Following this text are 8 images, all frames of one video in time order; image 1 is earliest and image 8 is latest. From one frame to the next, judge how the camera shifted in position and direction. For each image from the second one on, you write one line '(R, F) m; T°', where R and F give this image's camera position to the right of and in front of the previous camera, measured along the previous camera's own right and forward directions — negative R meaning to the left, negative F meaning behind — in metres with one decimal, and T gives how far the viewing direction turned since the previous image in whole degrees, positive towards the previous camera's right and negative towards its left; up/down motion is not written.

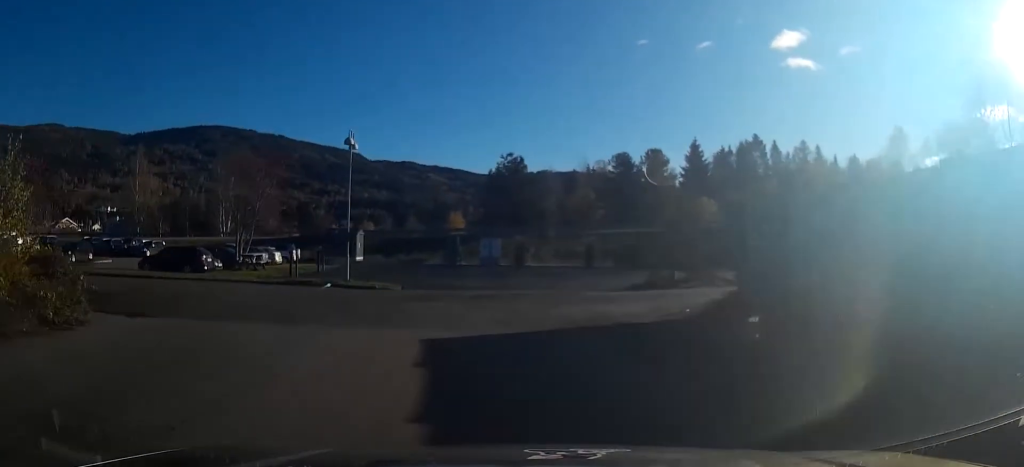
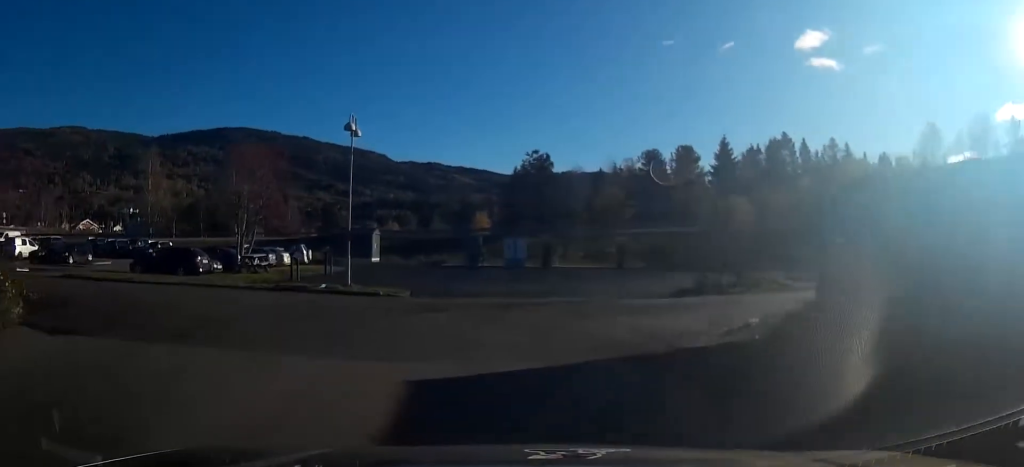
(+0.1, +3.7) m; -3°
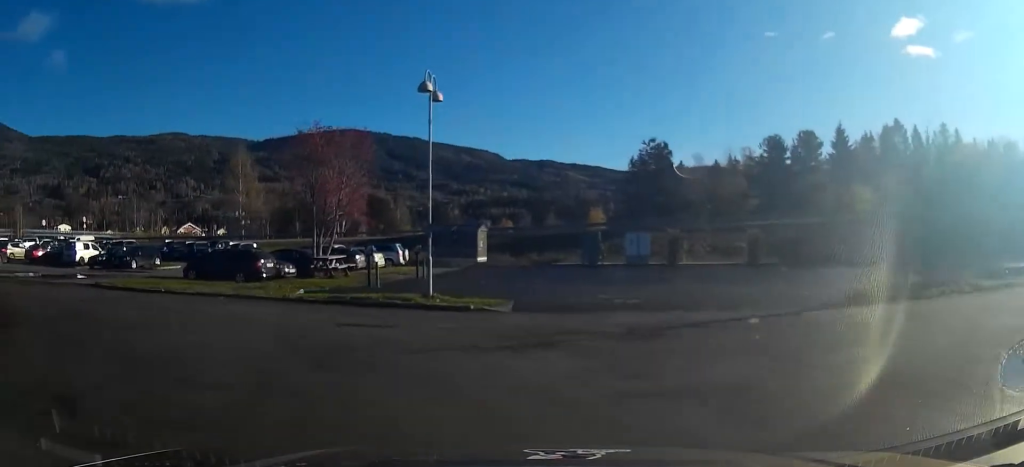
(-0.6, +5.5) m; -9°
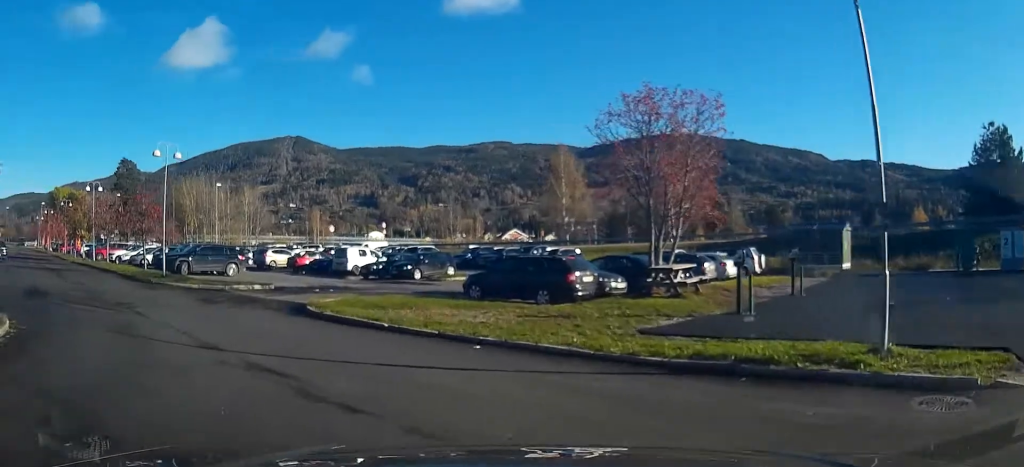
(-1.4, +8.8) m; -21°
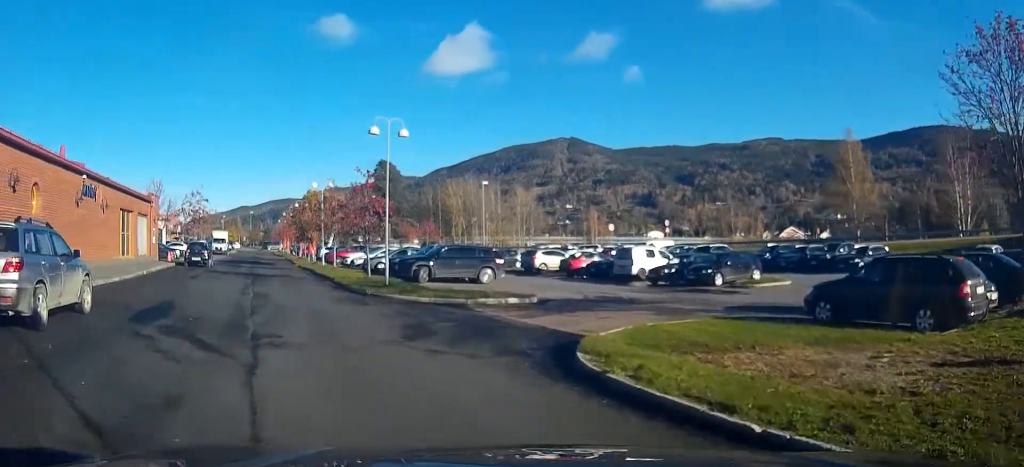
(-1.3, +6.3) m; -22°
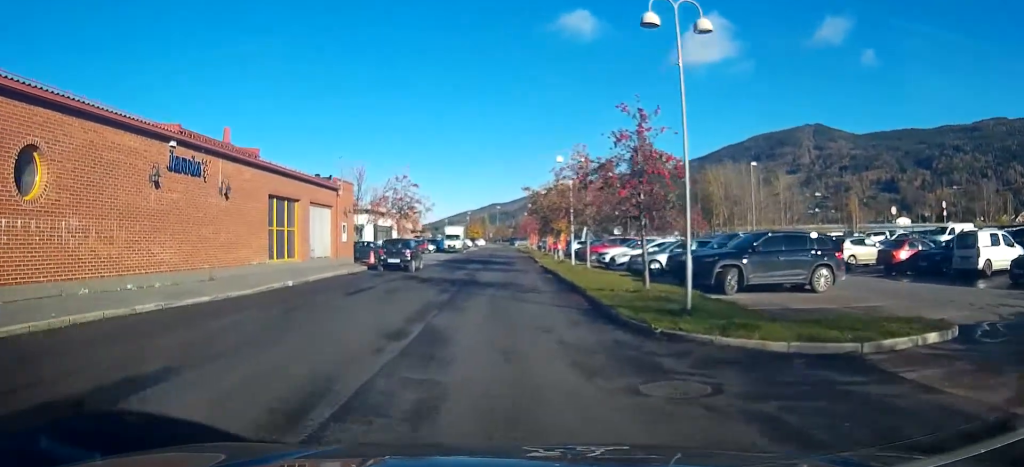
(-2.0, +9.5) m; -22°
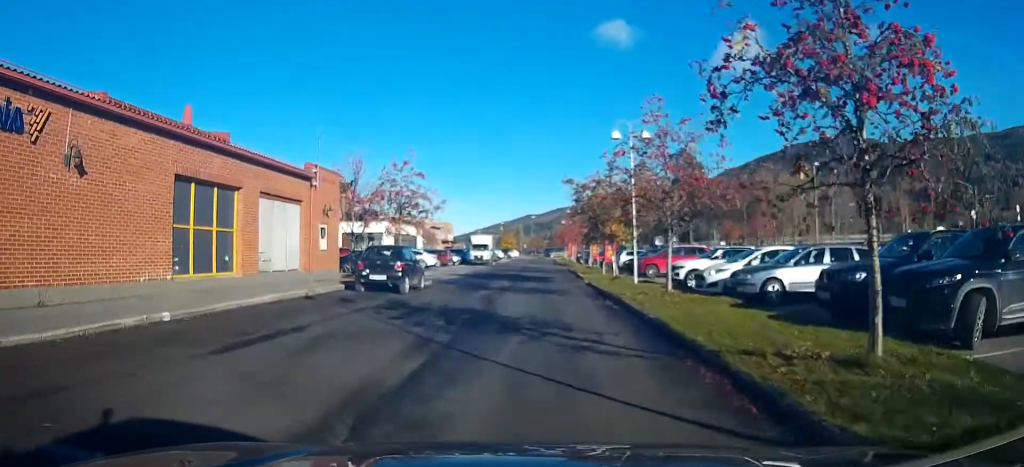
(-0.8, +8.4) m; -8°
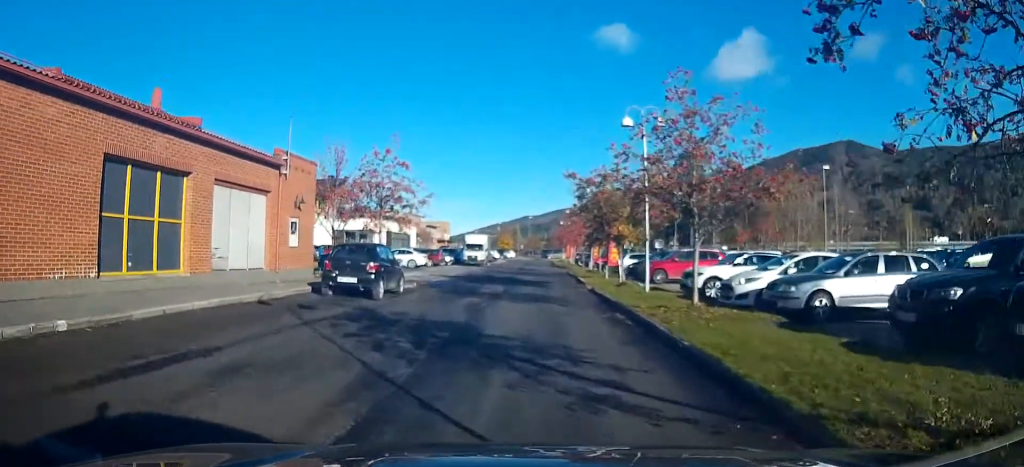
(+0.2, +2.8) m; -2°
